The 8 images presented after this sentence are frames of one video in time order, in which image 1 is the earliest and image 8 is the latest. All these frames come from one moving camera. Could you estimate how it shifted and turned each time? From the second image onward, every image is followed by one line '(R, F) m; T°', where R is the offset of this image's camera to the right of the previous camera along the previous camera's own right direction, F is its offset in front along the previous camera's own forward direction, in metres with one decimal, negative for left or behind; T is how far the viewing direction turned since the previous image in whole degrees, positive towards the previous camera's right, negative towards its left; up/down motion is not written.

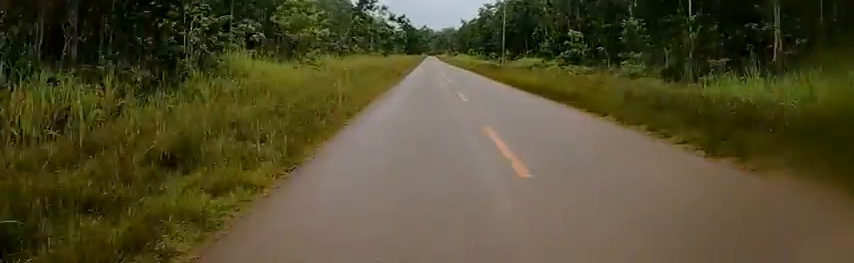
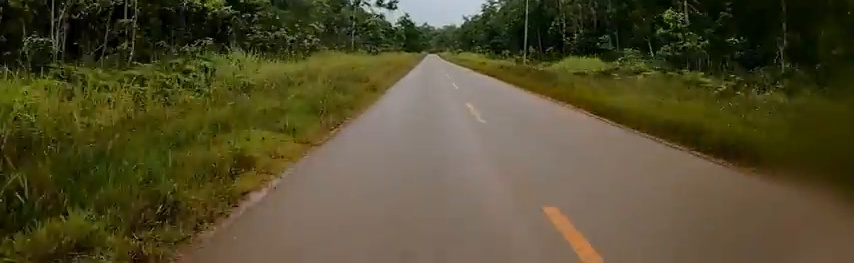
(+0.9, +12.9) m; +1°
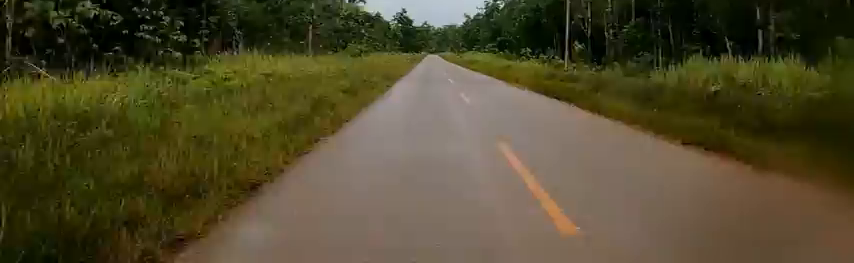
(-0.7, +14.0) m; -3°
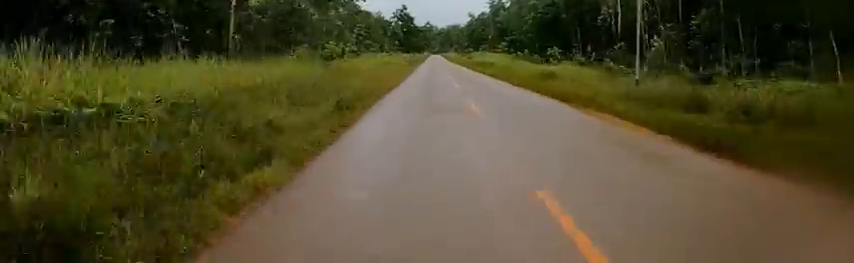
(0.0, +10.4) m; 0°
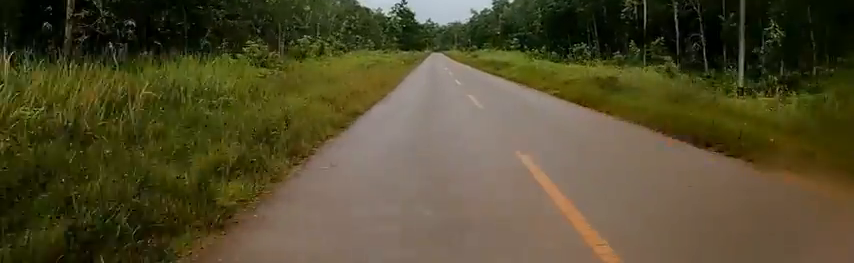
(0.0, +7.3) m; 0°
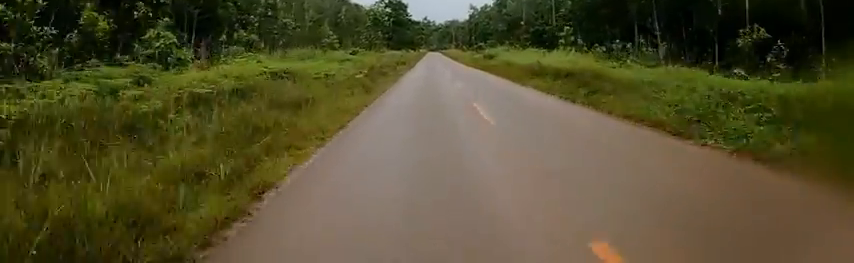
(0.0, +18.6) m; 0°
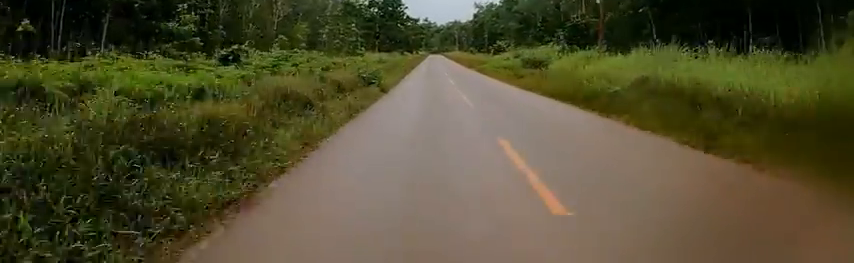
(0.0, +20.3) m; 0°
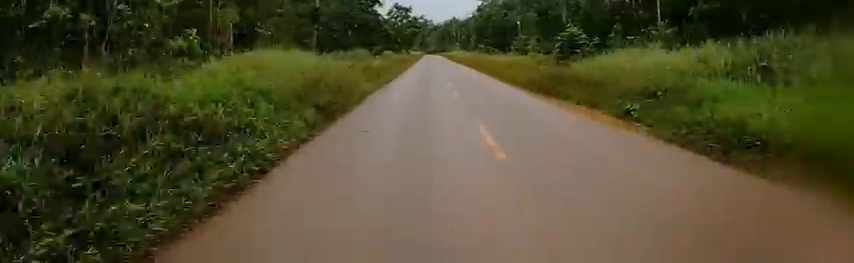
(+0.3, +29.3) m; +1°
